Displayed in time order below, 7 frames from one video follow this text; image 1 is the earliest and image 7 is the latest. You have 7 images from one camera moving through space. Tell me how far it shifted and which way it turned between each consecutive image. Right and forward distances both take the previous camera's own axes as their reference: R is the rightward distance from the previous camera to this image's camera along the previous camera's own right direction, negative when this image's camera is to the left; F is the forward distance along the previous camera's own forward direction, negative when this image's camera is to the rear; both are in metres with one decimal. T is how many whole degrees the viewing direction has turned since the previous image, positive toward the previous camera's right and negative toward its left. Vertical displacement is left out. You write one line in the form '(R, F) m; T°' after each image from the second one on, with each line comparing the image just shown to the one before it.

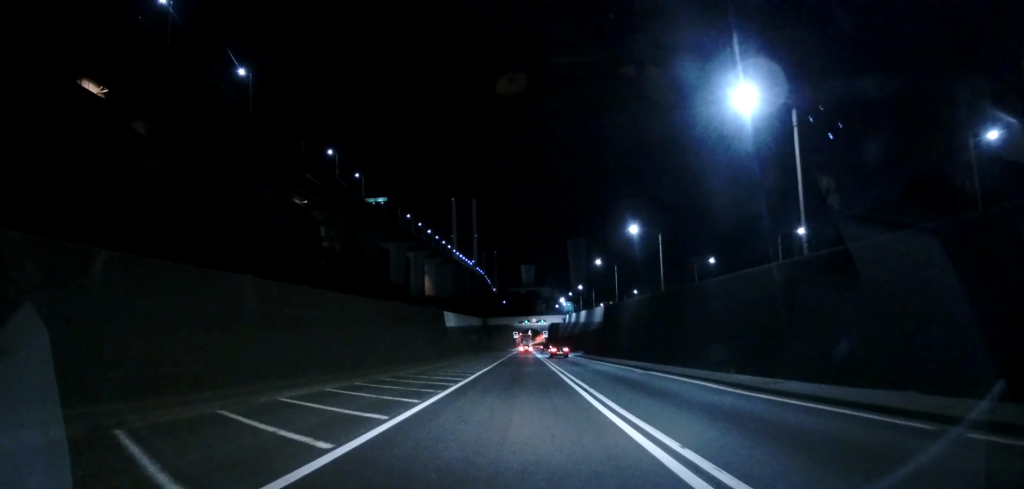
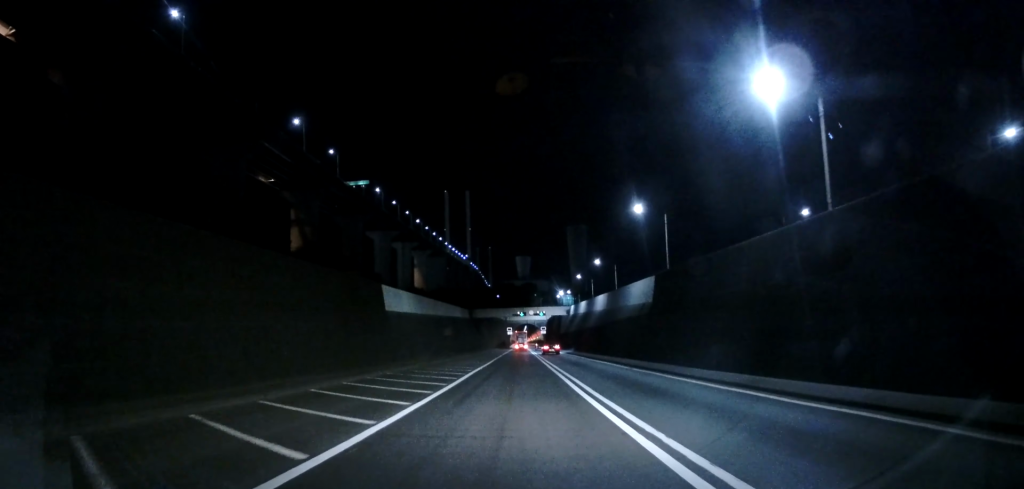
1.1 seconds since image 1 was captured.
(+0.1, +21.5) m; 0°
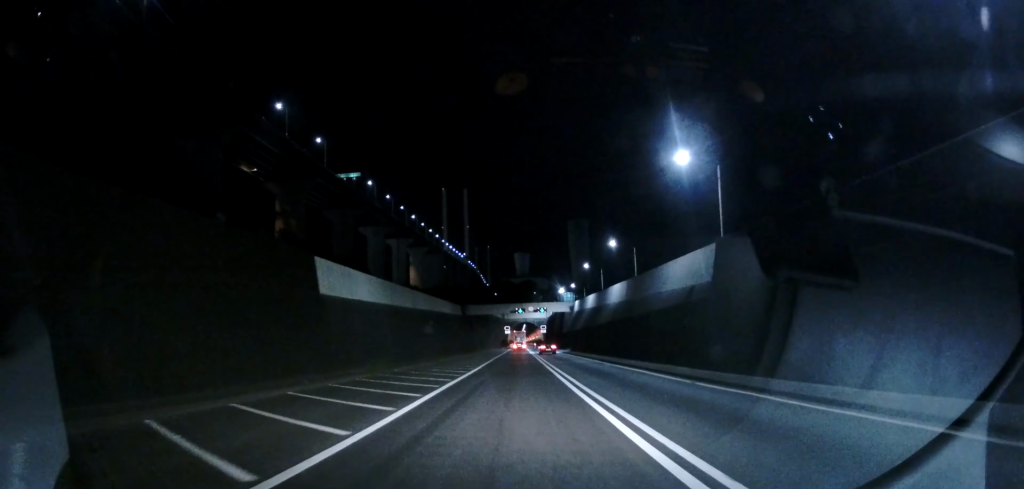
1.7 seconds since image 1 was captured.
(-0.2, +10.1) m; 0°
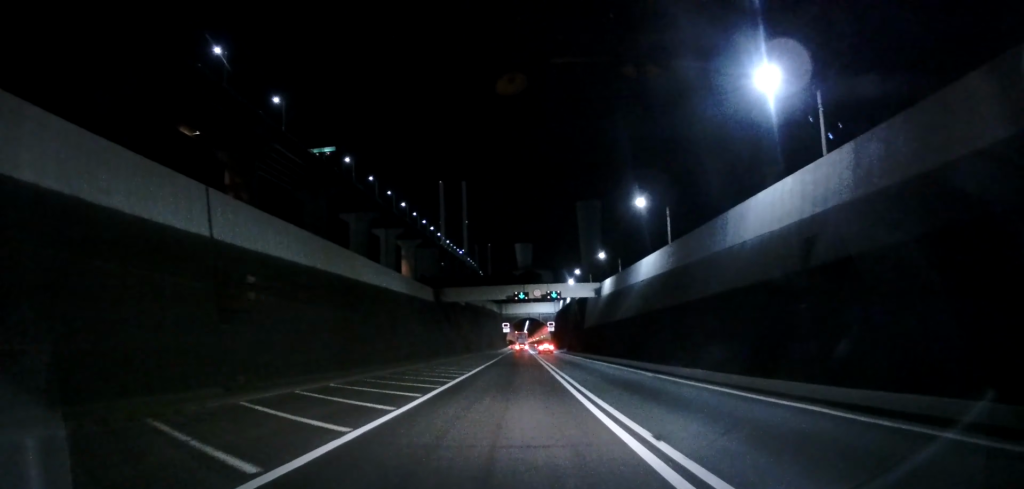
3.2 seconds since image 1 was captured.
(+0.3, +29.4) m; -1°
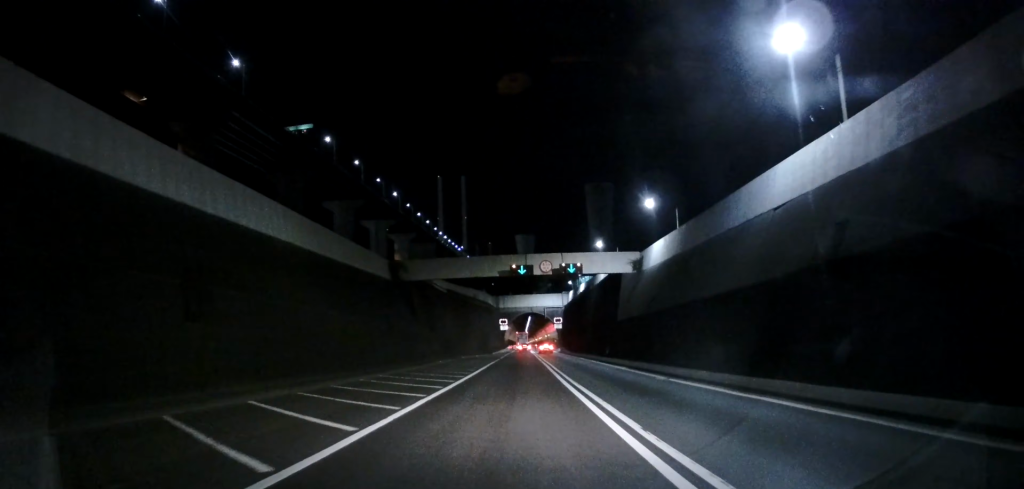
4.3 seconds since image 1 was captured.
(-0.3, +20.8) m; 0°
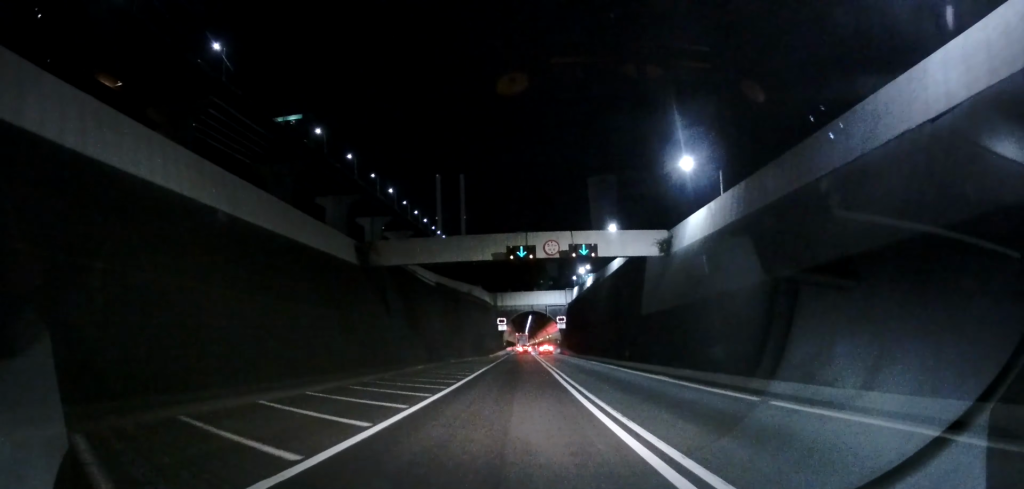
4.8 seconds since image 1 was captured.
(-0.1, +8.2) m; 0°
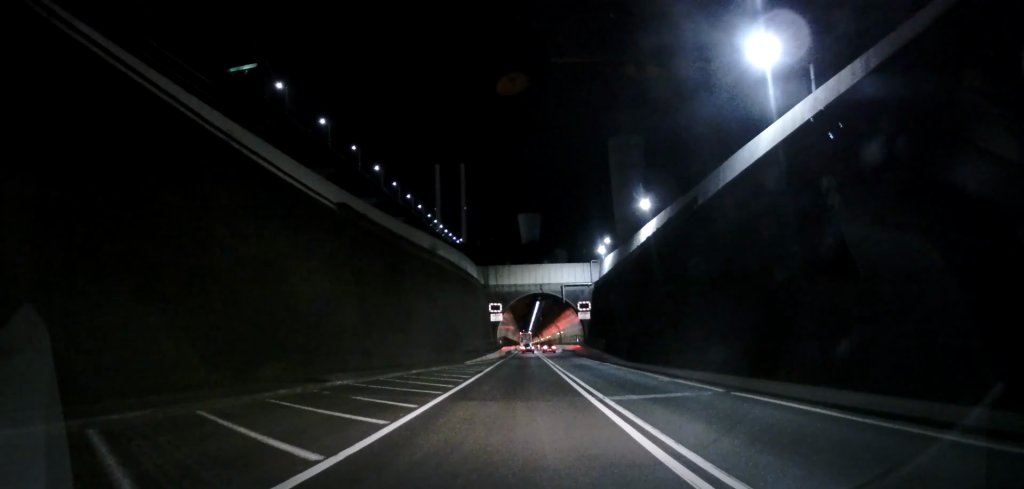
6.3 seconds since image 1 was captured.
(+0.1, +29.9) m; +2°
